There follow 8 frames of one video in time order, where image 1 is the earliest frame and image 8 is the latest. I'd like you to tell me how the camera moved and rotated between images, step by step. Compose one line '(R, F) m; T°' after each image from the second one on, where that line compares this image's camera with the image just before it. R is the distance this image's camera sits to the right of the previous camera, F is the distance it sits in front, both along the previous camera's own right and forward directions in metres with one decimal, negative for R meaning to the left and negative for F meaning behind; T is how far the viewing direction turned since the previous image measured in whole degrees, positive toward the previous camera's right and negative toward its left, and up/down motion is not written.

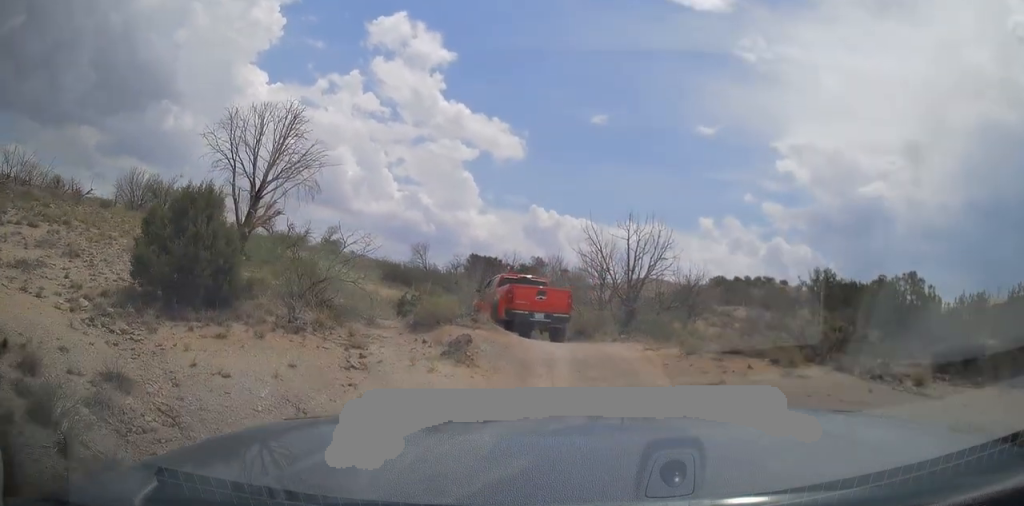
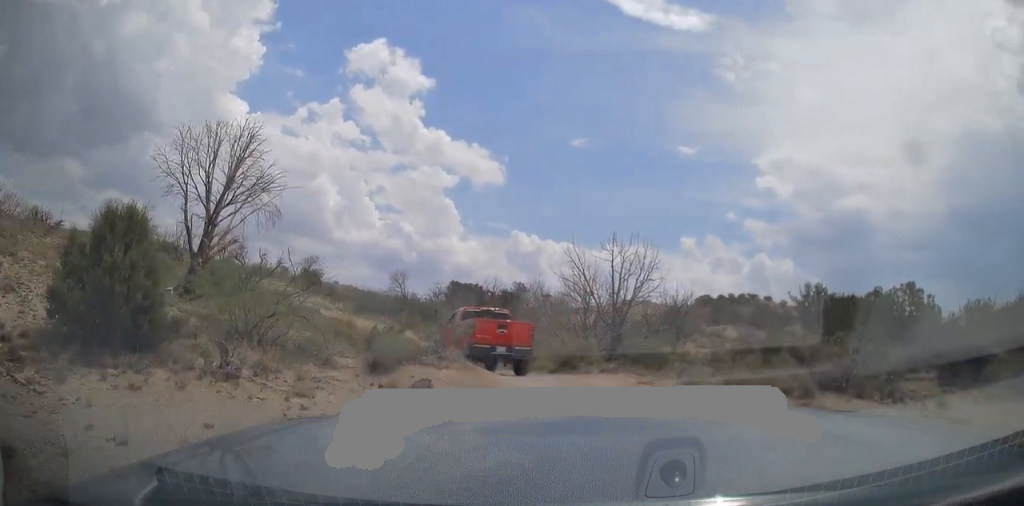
(-0.1, +1.5) m; +2°
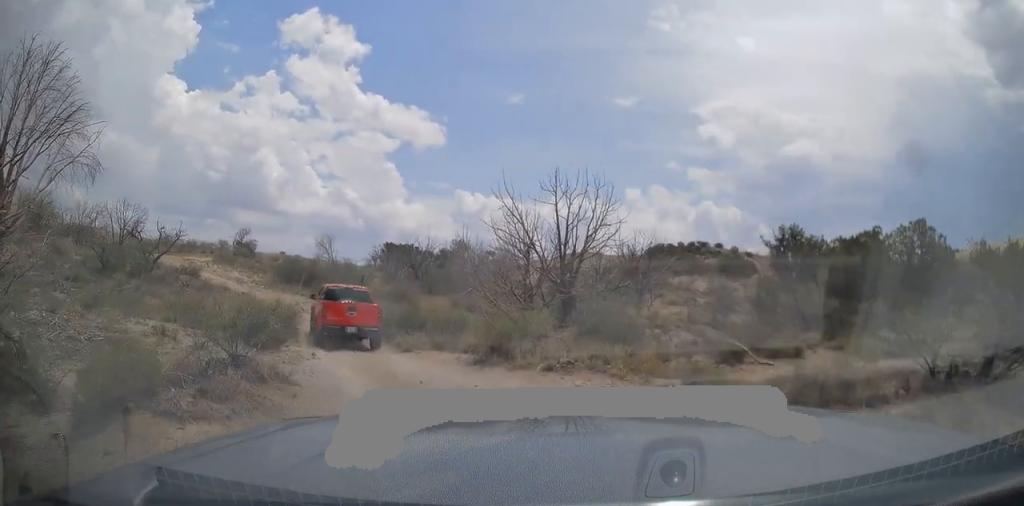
(+0.9, +5.8) m; +9°
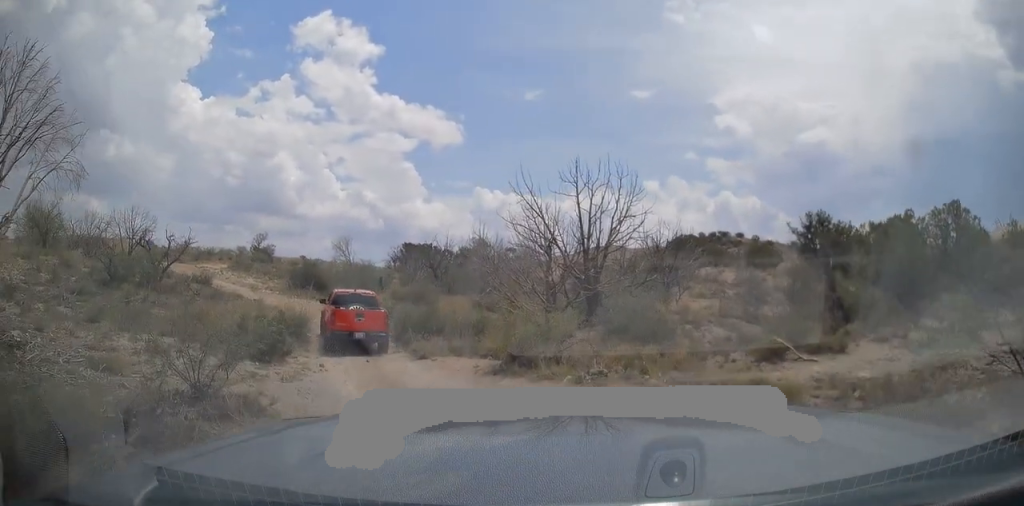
(0.0, +1.2) m; -1°
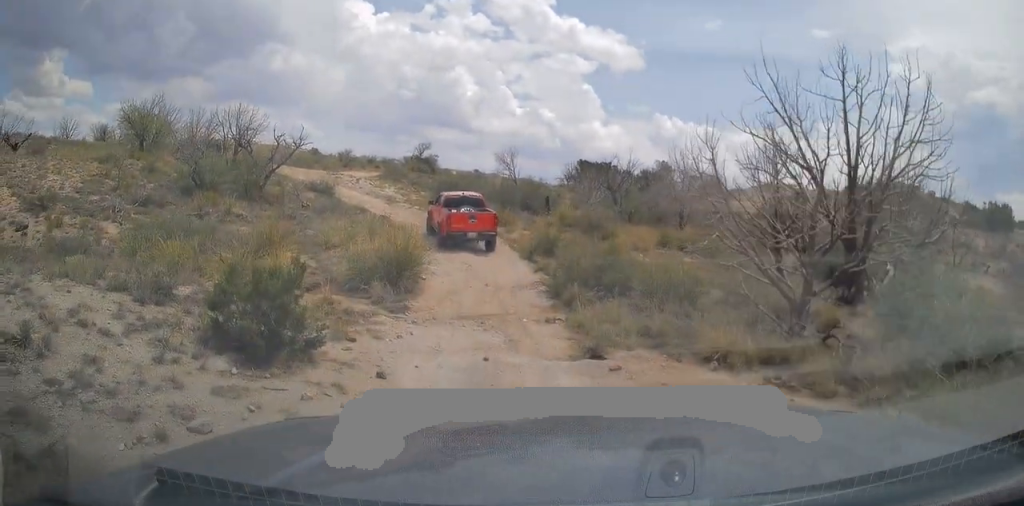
(-1.1, +7.1) m; -19°
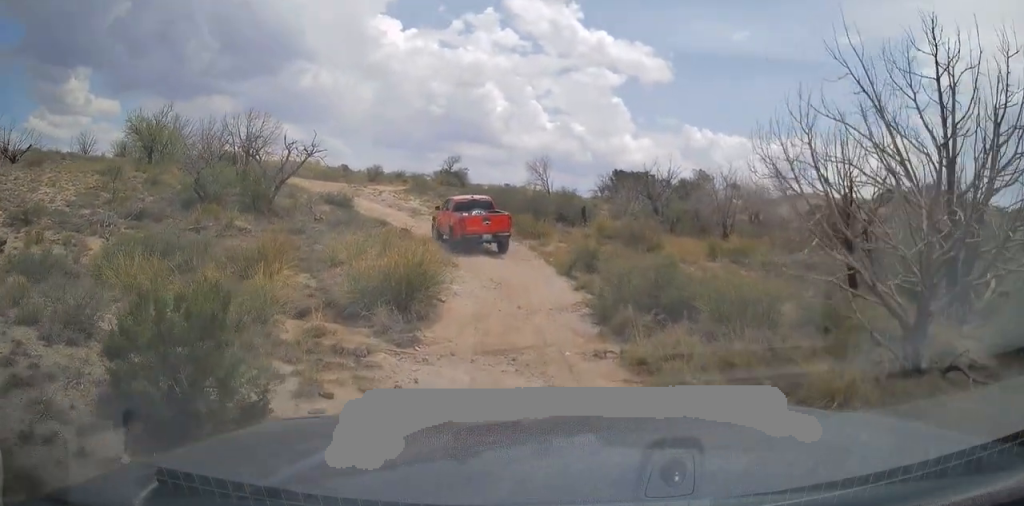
(-0.1, +2.3) m; -1°
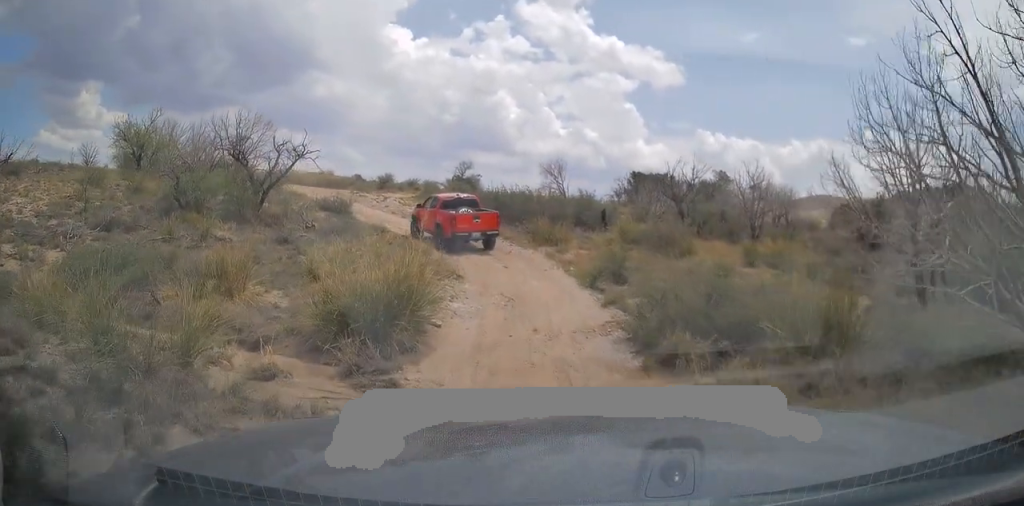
(0.0, +2.5) m; -1°
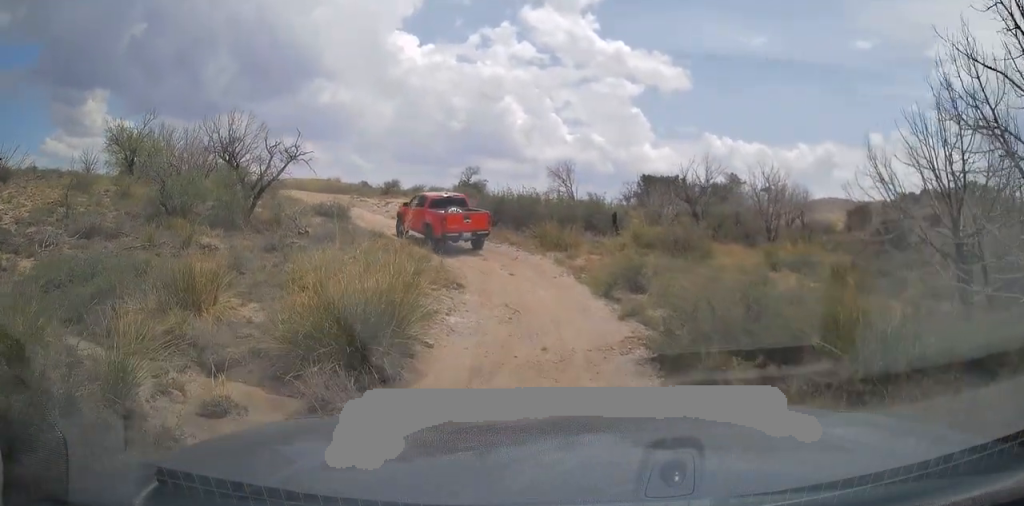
(0.0, +1.5) m; -1°
